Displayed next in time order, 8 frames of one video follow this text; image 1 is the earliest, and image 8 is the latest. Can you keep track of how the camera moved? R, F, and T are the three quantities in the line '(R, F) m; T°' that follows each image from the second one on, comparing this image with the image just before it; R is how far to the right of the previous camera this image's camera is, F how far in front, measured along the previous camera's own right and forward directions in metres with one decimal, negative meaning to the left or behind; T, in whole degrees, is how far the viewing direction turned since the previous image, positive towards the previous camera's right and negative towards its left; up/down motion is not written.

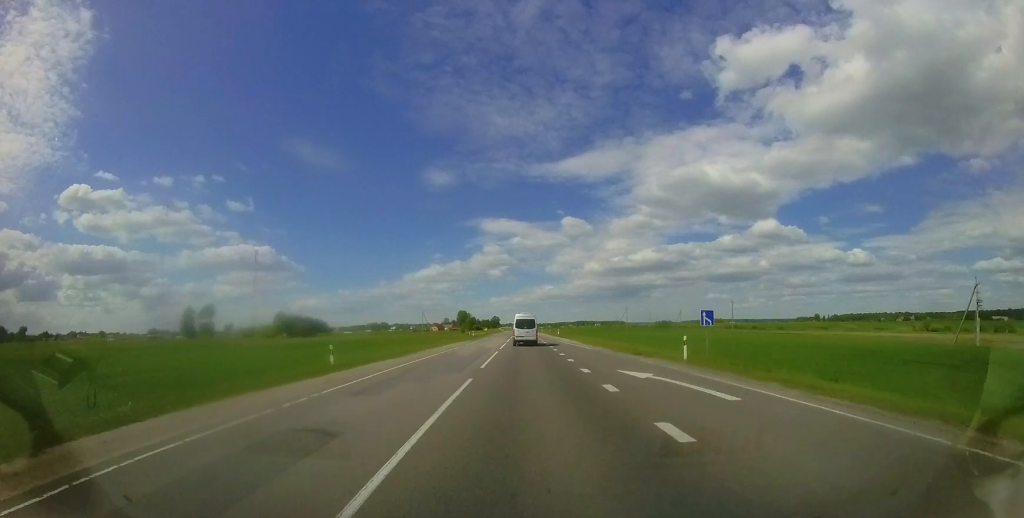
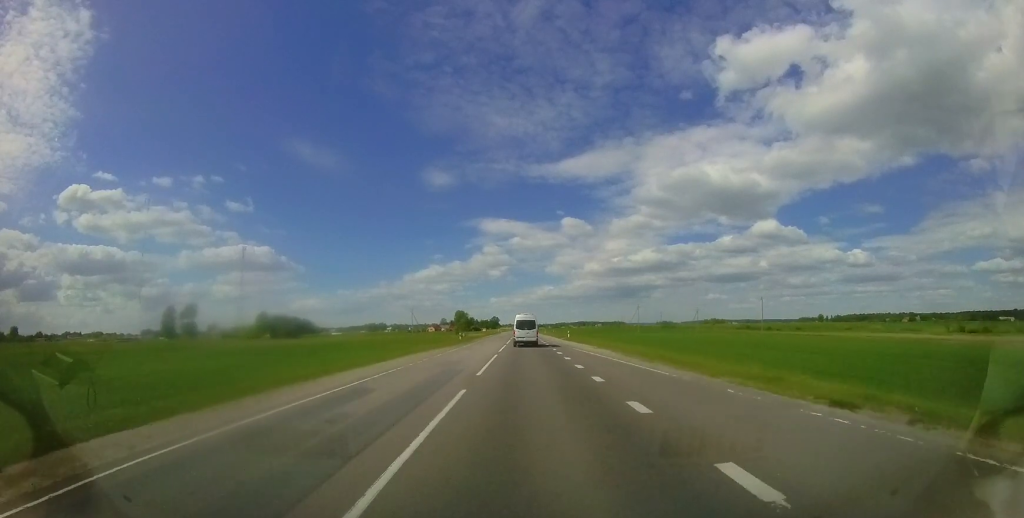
(0.0, +14.3) m; 0°
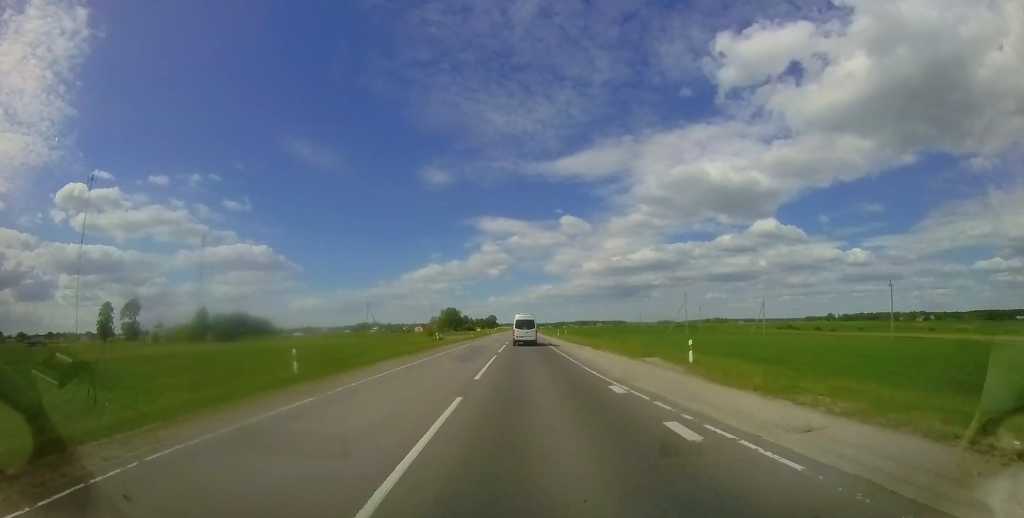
(0.0, +37.3) m; 0°
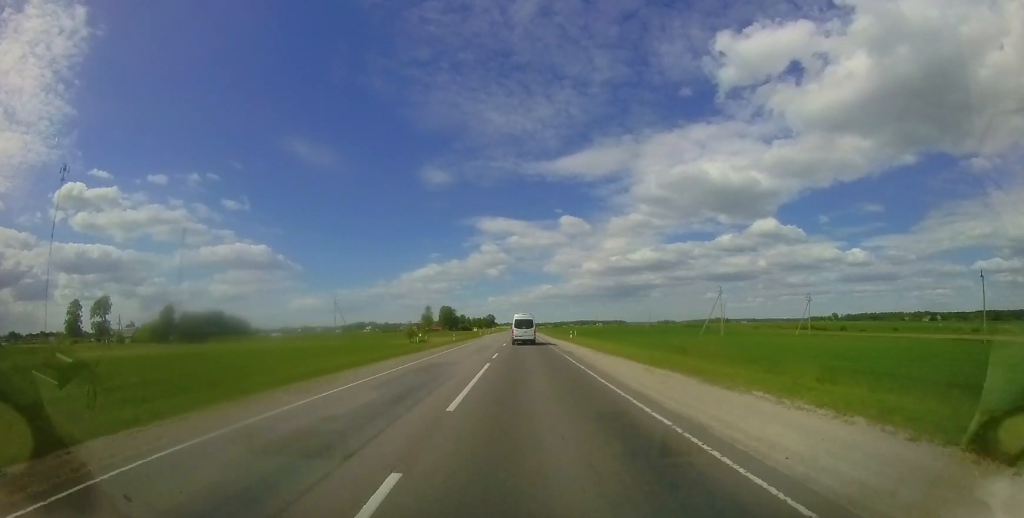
(0.0, +16.5) m; 0°
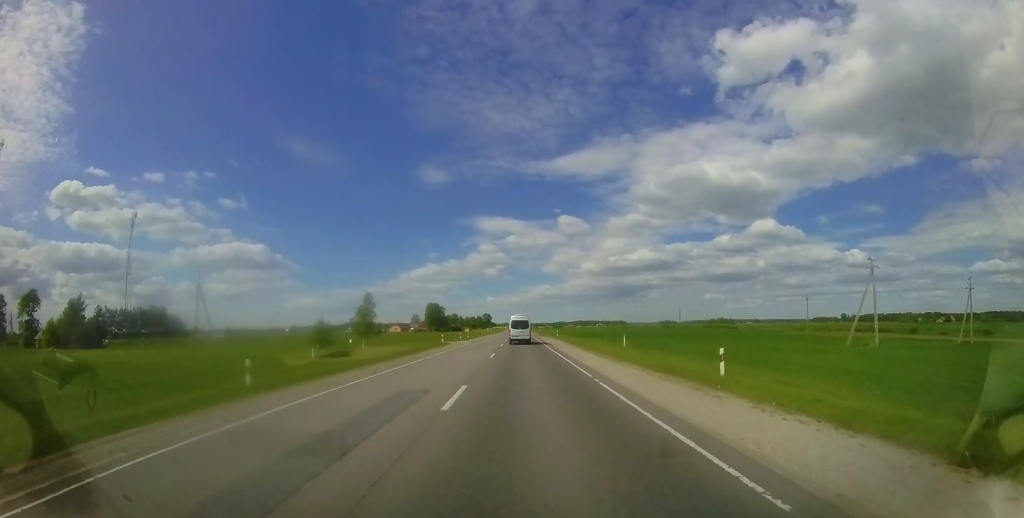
(0.0, +36.5) m; 0°
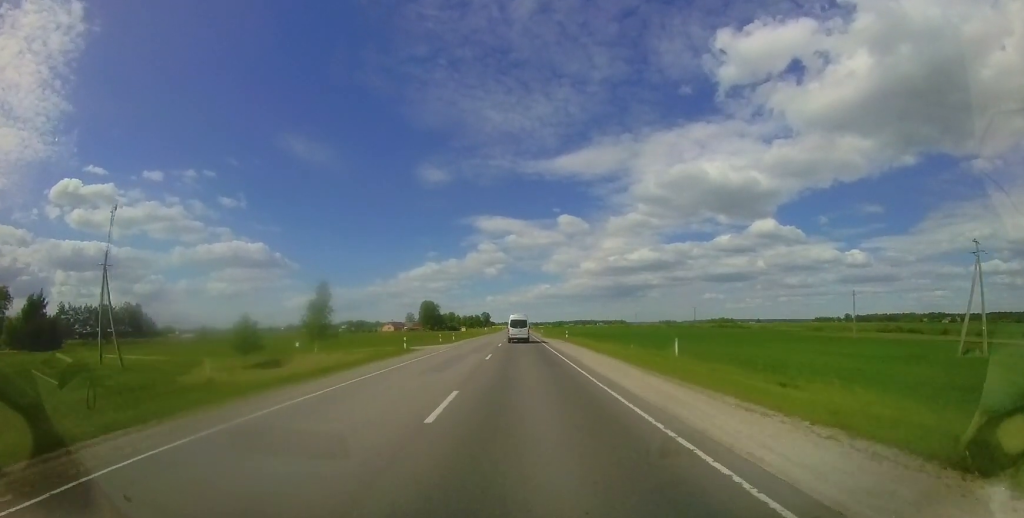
(0.0, +13.2) m; 0°
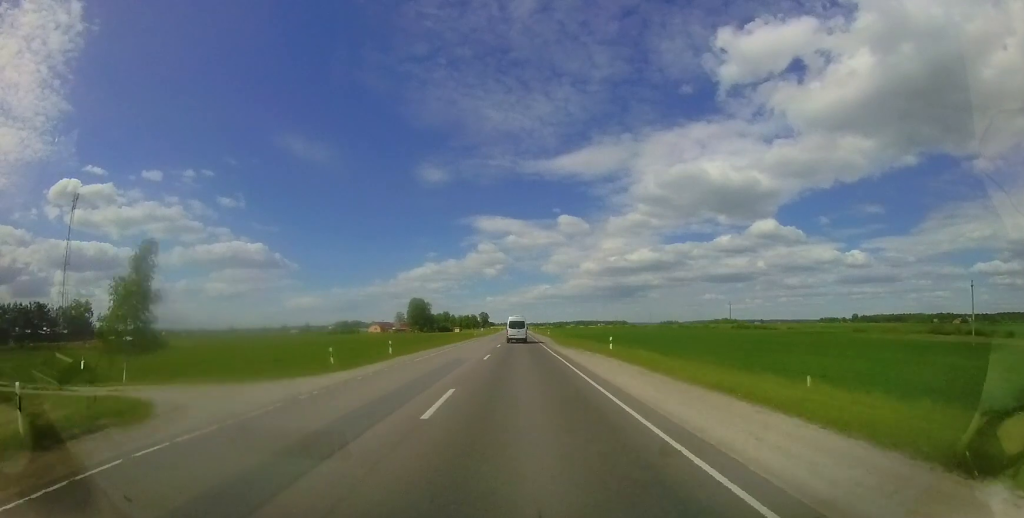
(0.0, +24.1) m; 0°
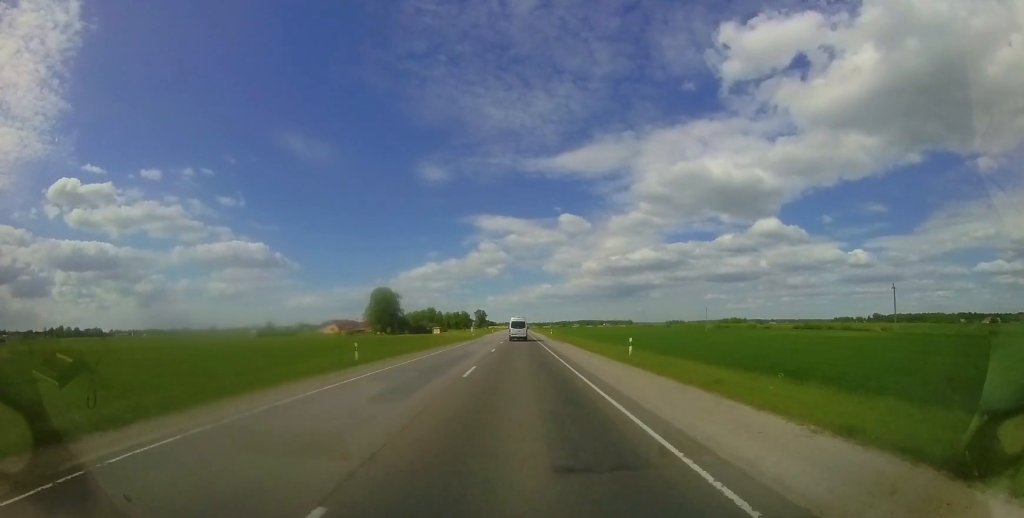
(0.0, +53.8) m; 0°
